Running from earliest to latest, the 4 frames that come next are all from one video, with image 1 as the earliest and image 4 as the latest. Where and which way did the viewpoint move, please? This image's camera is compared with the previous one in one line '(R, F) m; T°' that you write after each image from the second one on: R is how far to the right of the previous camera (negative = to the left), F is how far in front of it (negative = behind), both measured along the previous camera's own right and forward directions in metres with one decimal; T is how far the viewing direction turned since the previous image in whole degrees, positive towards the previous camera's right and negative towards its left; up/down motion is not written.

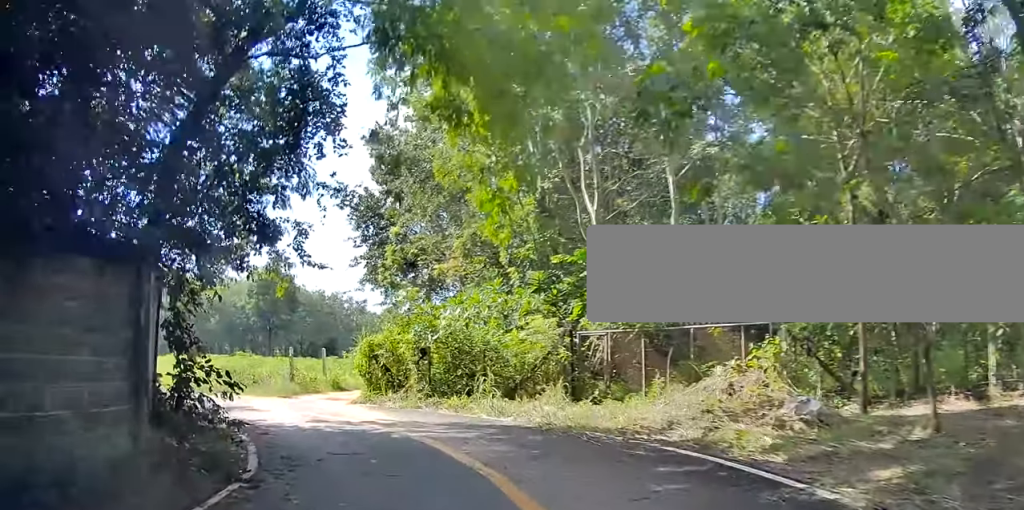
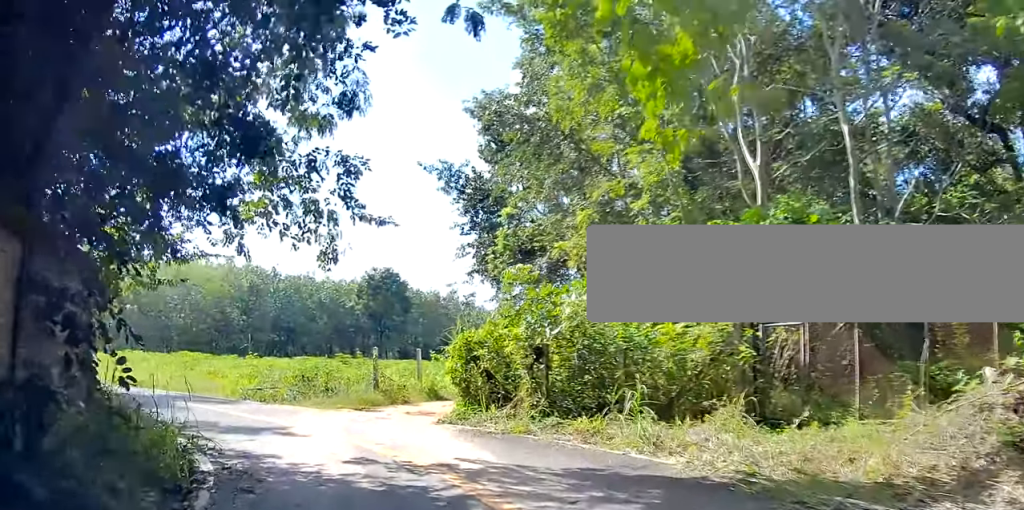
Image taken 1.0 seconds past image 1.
(-0.1, +5.1) m; -3°
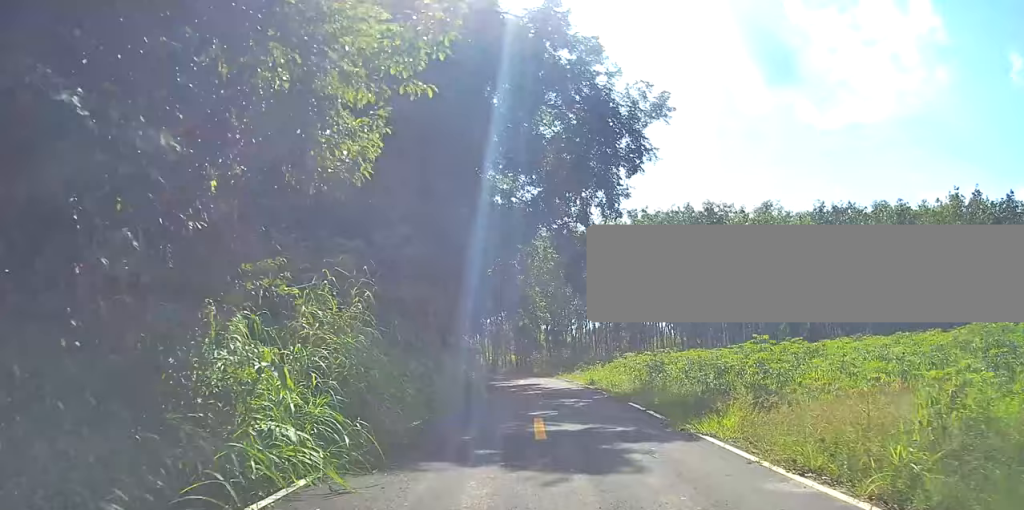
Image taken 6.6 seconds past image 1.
(-13.9, +24.2) m; -52°
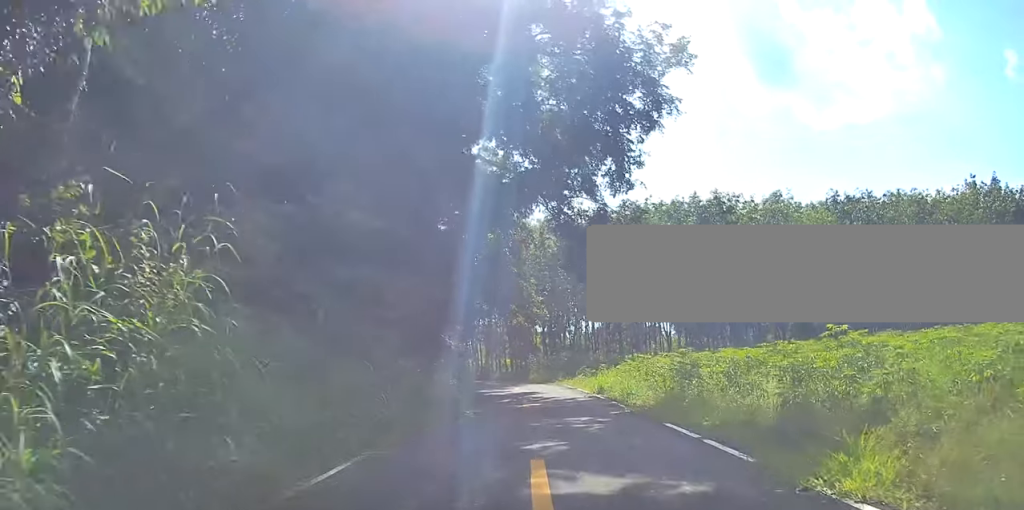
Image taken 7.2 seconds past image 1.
(-0.1, +4.1) m; +1°
